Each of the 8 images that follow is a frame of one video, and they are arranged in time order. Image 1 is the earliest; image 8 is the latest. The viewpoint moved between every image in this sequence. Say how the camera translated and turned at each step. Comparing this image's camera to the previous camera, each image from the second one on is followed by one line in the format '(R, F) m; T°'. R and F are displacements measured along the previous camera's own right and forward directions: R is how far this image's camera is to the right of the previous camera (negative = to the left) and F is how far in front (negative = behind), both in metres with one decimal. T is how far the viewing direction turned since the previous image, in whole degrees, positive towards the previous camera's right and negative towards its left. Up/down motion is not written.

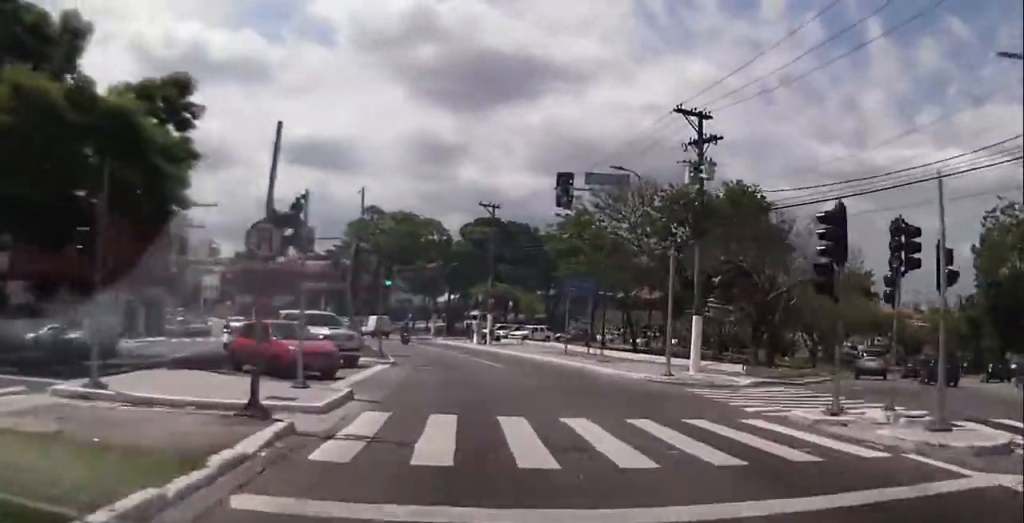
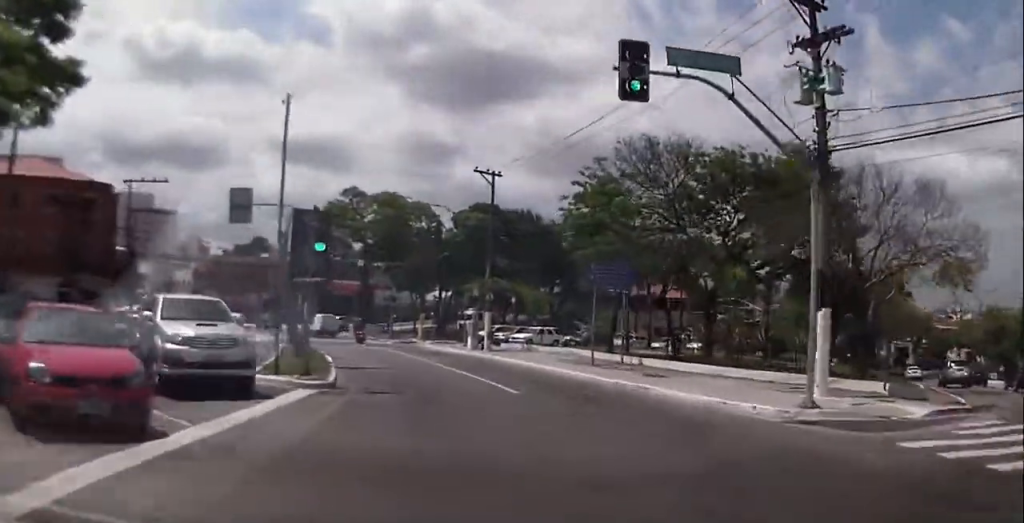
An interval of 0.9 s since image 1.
(+0.3, +10.4) m; +2°
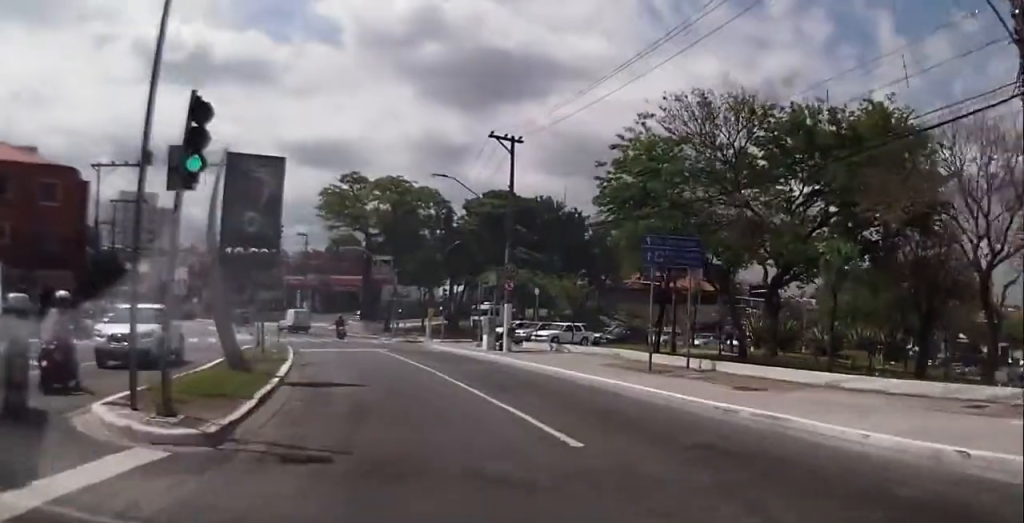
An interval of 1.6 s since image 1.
(+0.1, +7.4) m; -2°
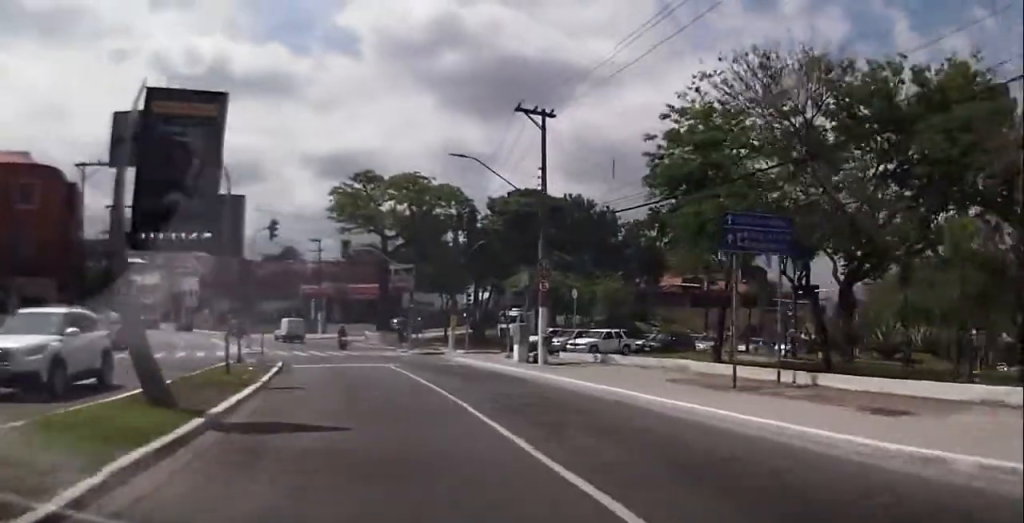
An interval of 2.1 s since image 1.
(+0.2, +5.2) m; -2°
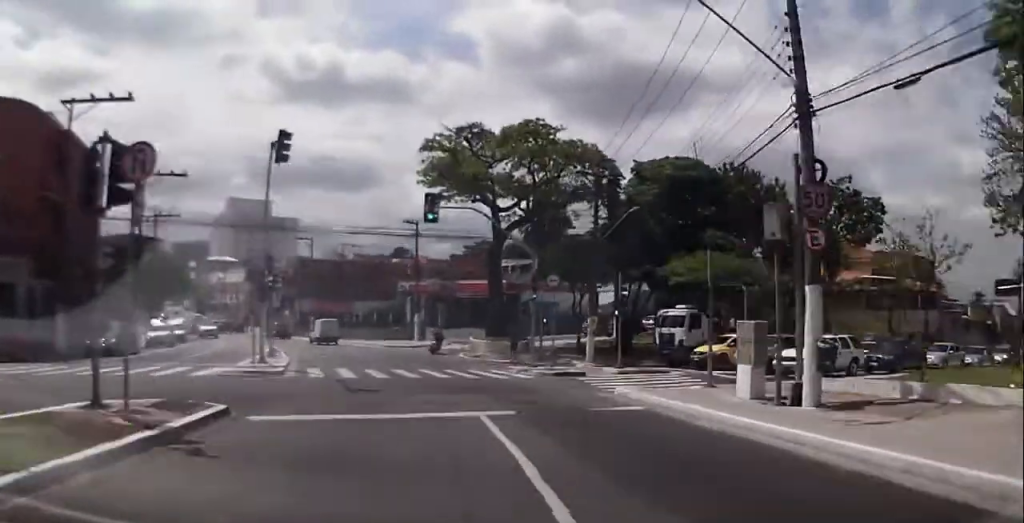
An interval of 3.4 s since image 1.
(-1.6, +14.5) m; -10°
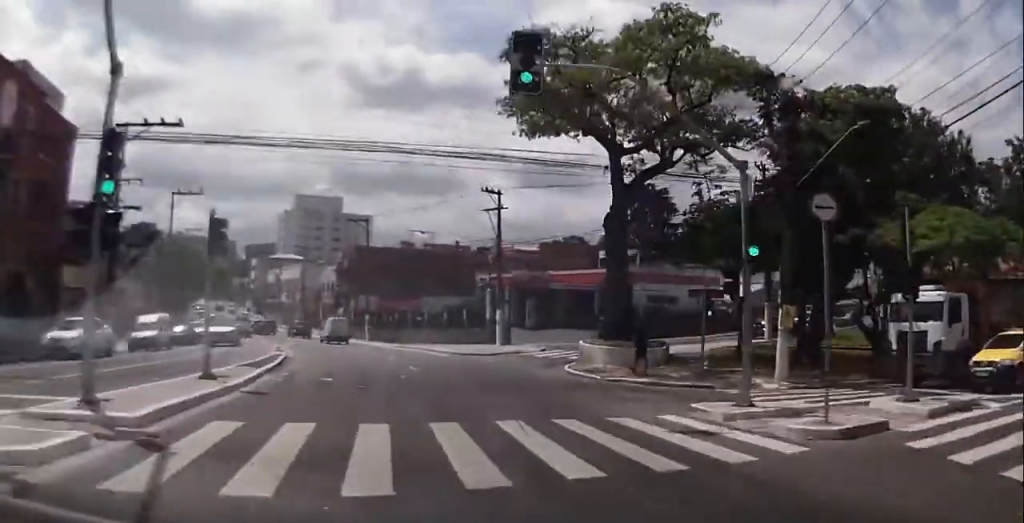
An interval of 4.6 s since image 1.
(-0.9, +14.2) m; -5°
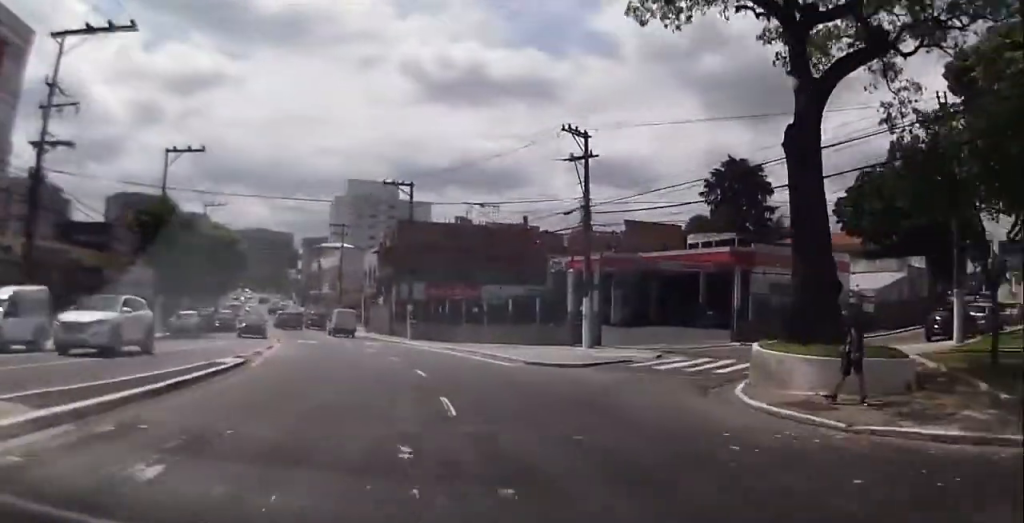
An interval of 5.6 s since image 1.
(-0.2, +12.2) m; -4°
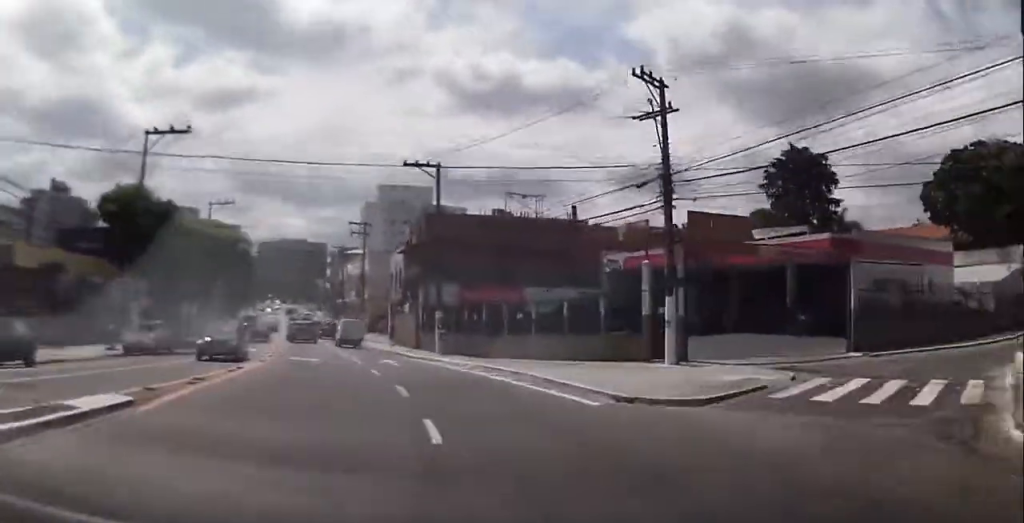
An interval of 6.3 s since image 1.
(-0.1, +7.9) m; -4°
